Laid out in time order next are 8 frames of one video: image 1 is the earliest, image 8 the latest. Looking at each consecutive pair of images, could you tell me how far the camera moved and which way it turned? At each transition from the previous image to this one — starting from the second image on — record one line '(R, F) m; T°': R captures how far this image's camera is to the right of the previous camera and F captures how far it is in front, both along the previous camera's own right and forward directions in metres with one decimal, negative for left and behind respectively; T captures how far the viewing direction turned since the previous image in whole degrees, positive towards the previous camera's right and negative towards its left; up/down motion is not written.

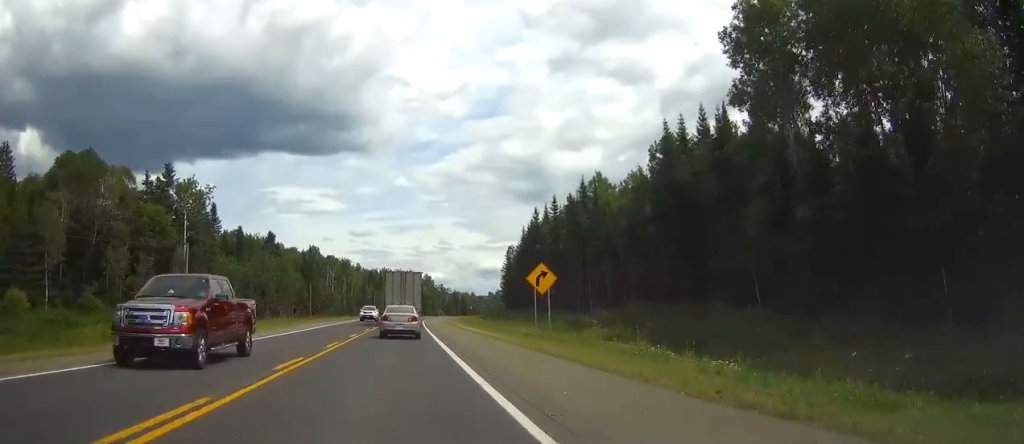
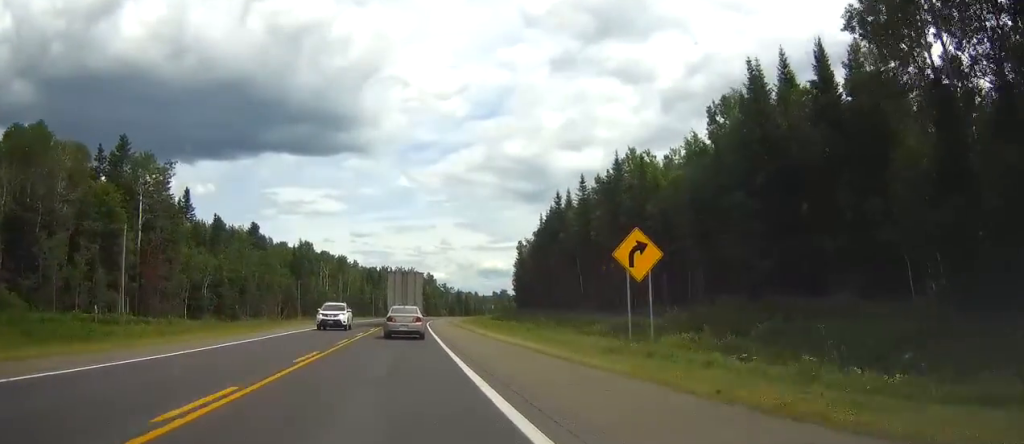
(0.0, +15.2) m; 0°
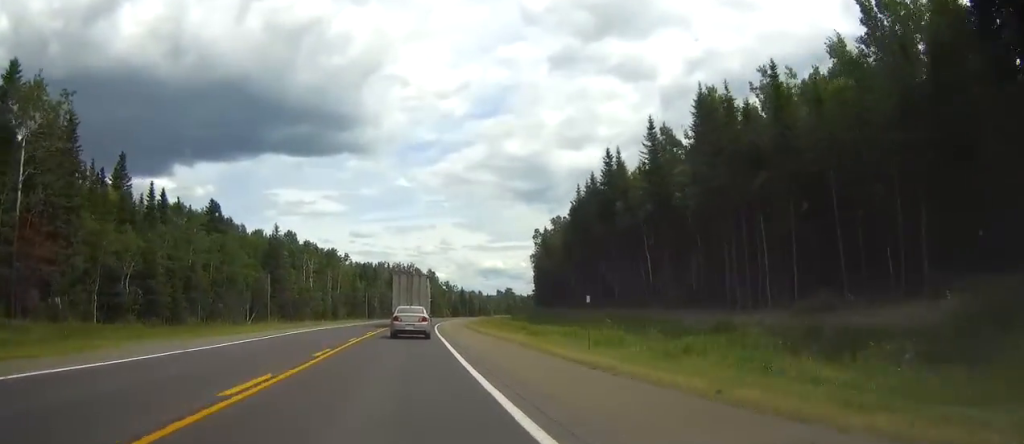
(-0.1, +24.2) m; 0°
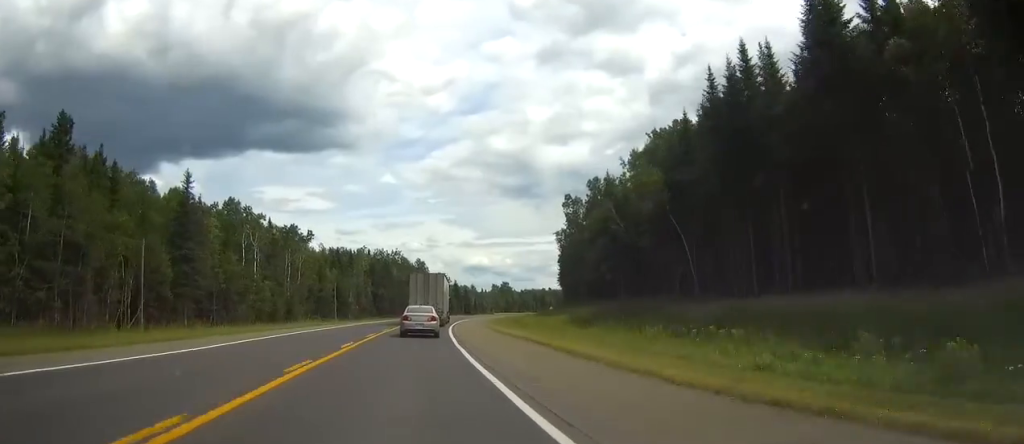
(+0.1, +40.7) m; +1°
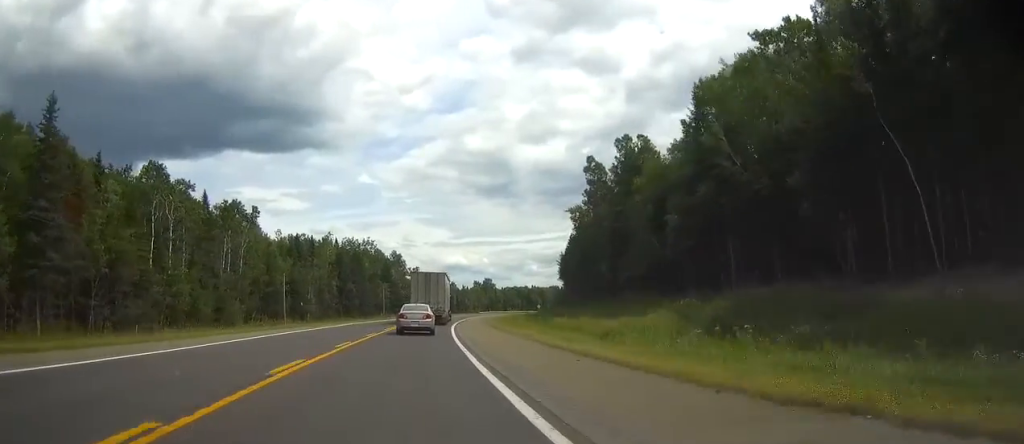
(+0.3, +27.3) m; +2°
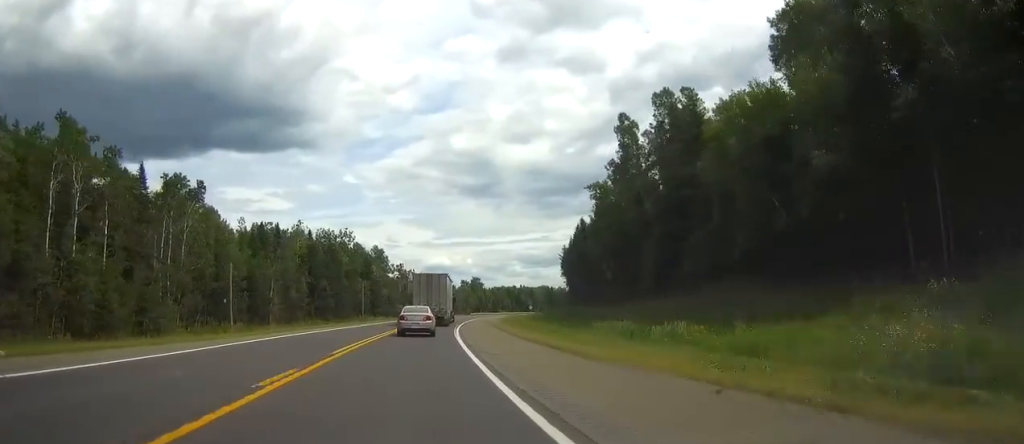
(+0.1, +19.1) m; +2°
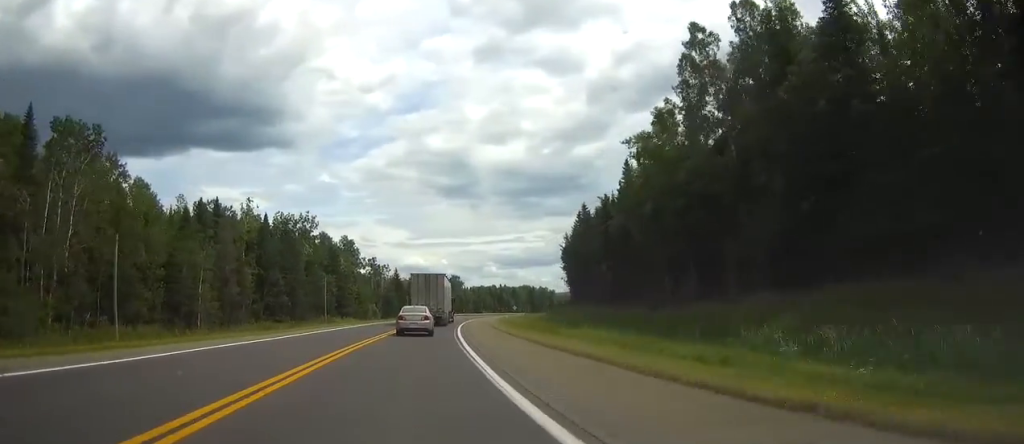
(+0.6, +22.8) m; +2°
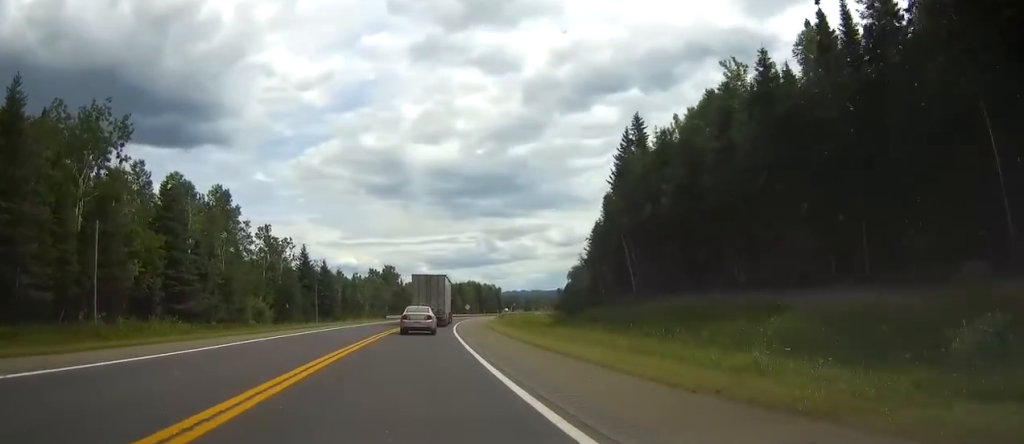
(+7.7, +63.6) m; +13°
